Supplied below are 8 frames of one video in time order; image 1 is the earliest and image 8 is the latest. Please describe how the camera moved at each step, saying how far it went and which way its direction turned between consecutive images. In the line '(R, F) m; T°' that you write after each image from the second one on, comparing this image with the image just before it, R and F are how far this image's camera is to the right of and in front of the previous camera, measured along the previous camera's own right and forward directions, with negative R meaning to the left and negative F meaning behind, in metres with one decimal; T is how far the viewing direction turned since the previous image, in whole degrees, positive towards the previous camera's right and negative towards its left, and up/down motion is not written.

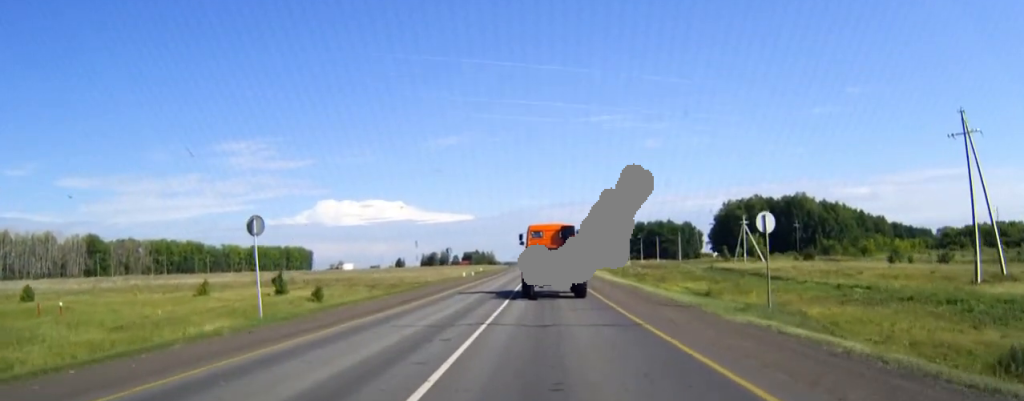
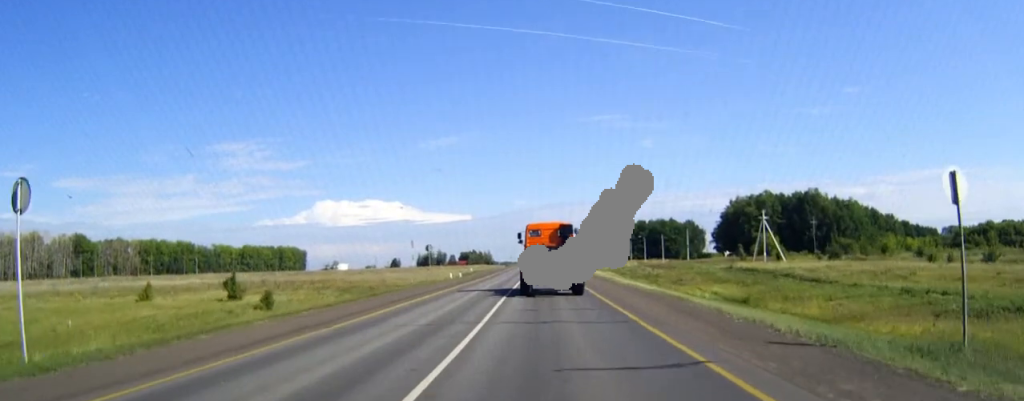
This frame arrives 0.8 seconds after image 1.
(+0.1, +12.6) m; 0°
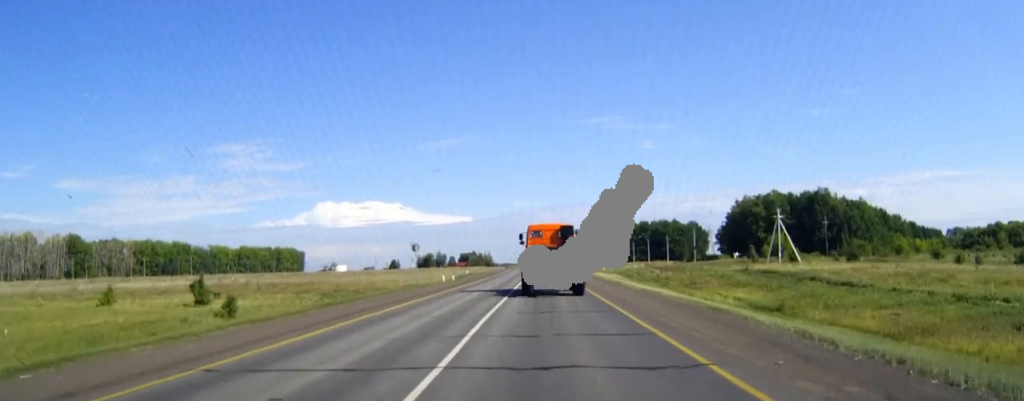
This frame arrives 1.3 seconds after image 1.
(0.0, +7.2) m; 0°
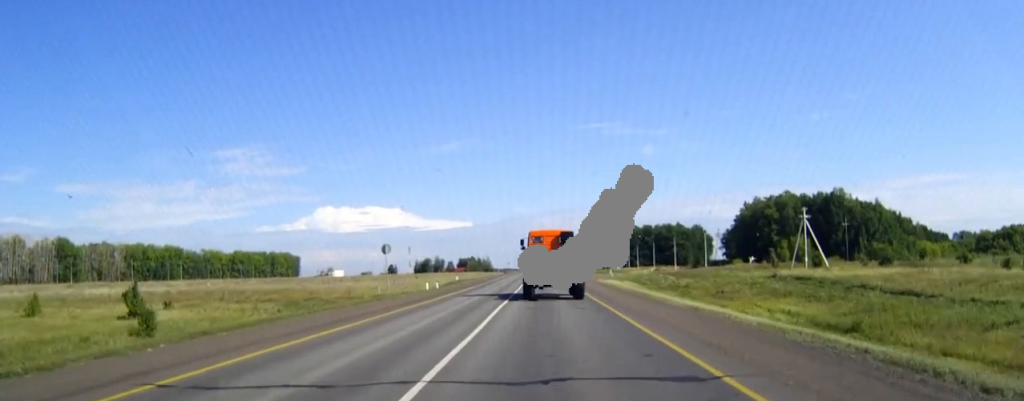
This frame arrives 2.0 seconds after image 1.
(0.0, +11.3) m; 0°
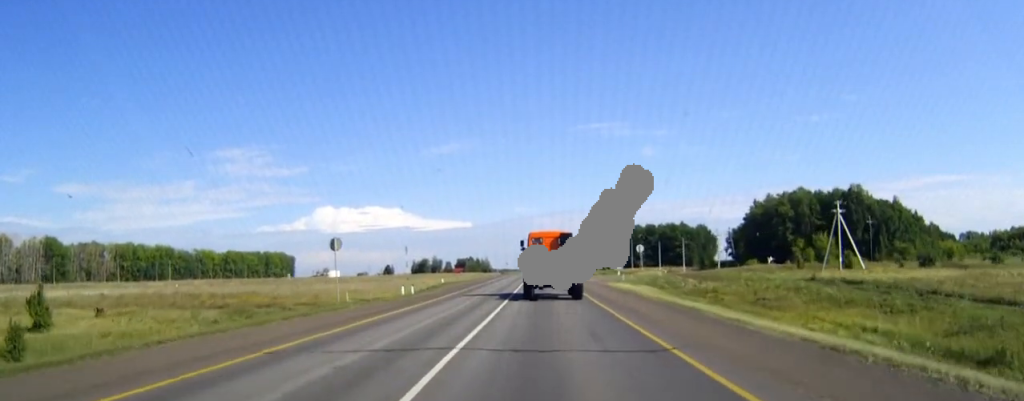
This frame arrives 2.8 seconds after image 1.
(0.0, +12.4) m; 0°
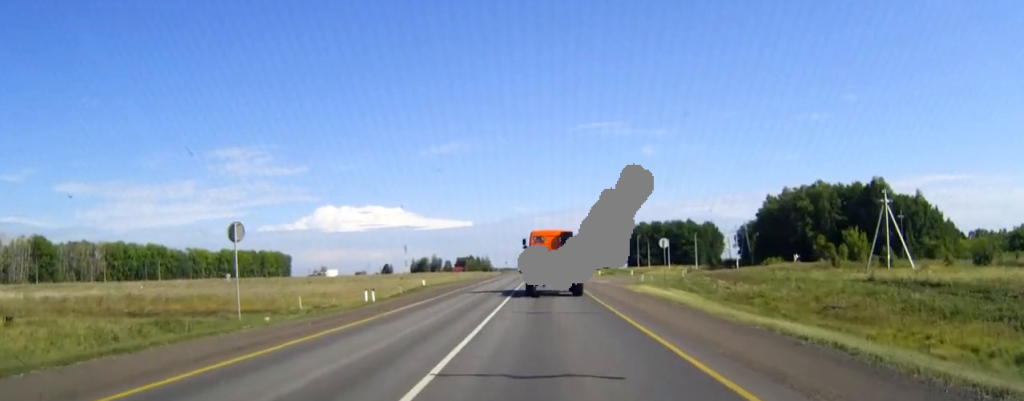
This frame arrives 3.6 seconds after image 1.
(0.0, +12.5) m; 0°
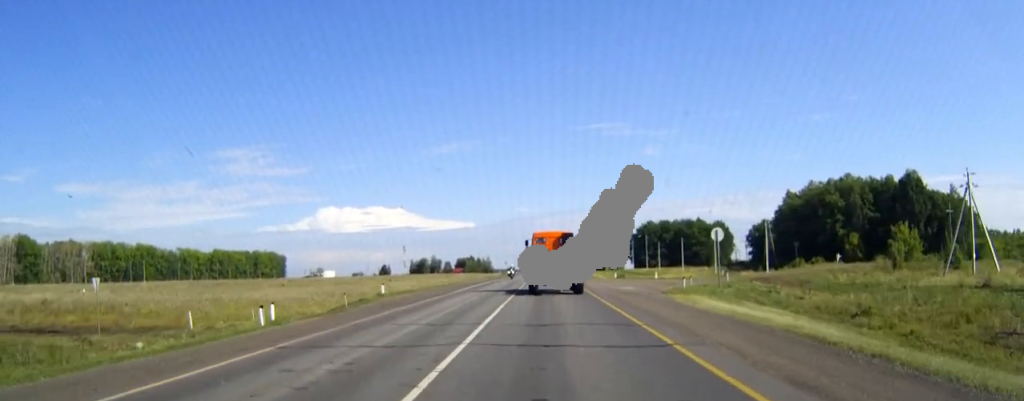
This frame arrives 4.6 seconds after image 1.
(-0.1, +16.4) m; 0°
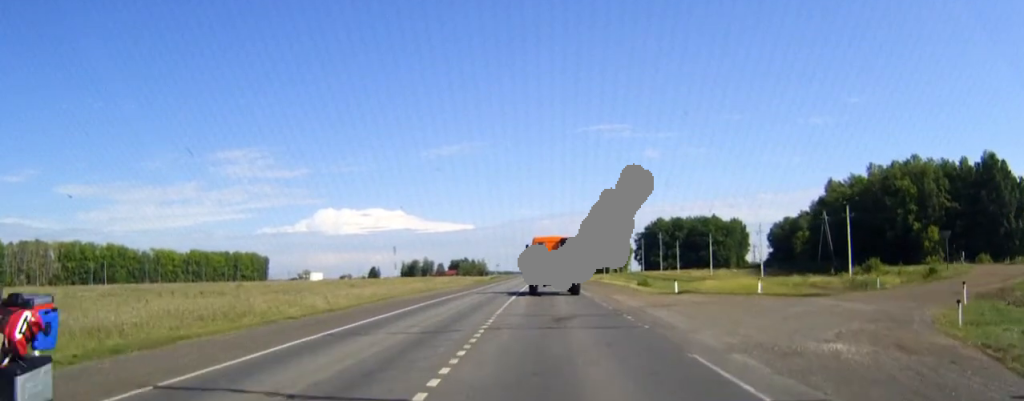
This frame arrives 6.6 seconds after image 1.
(0.0, +32.6) m; 0°
